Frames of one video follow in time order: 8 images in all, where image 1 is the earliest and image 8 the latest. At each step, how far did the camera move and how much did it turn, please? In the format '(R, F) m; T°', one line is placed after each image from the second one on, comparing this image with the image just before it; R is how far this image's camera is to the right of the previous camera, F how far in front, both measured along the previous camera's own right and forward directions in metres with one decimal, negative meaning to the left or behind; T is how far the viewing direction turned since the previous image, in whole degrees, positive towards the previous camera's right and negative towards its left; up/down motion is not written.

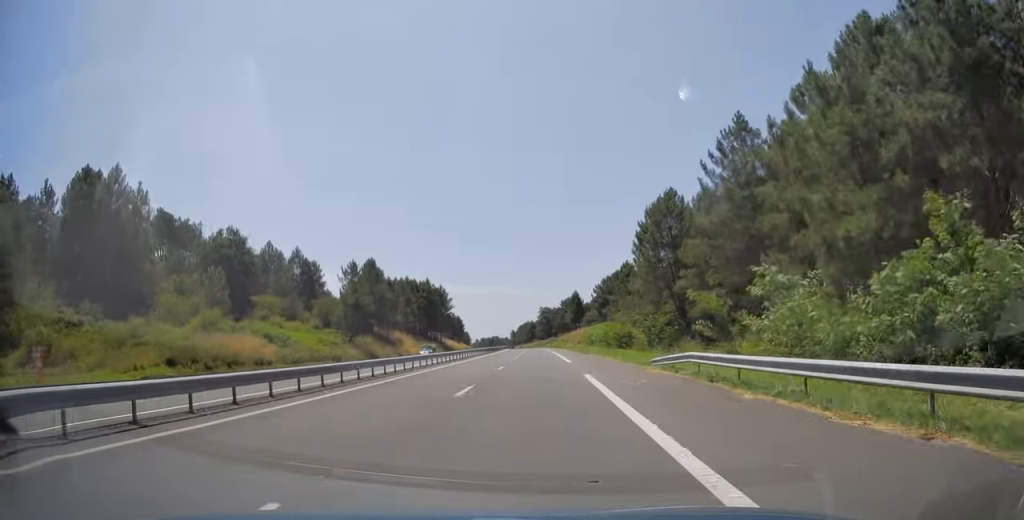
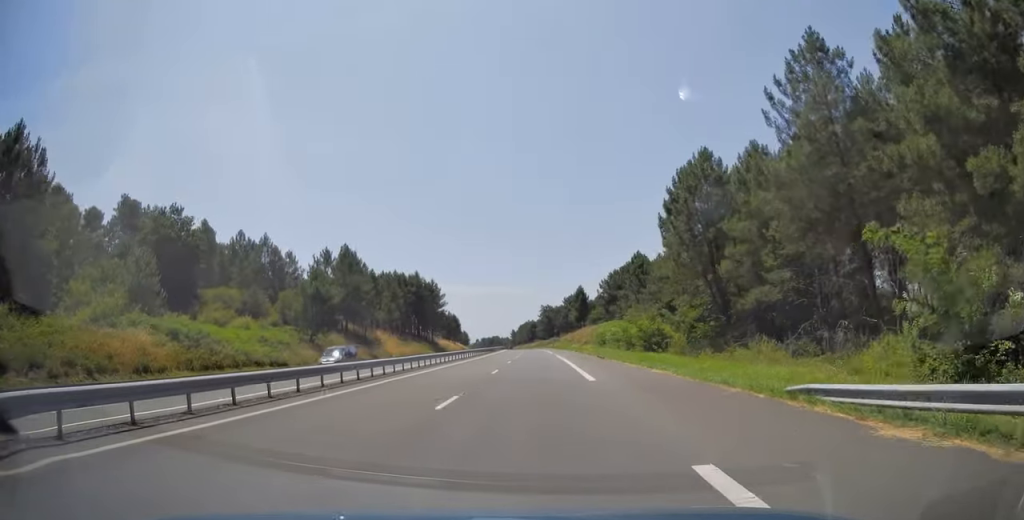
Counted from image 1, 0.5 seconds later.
(0.0, +16.2) m; 0°
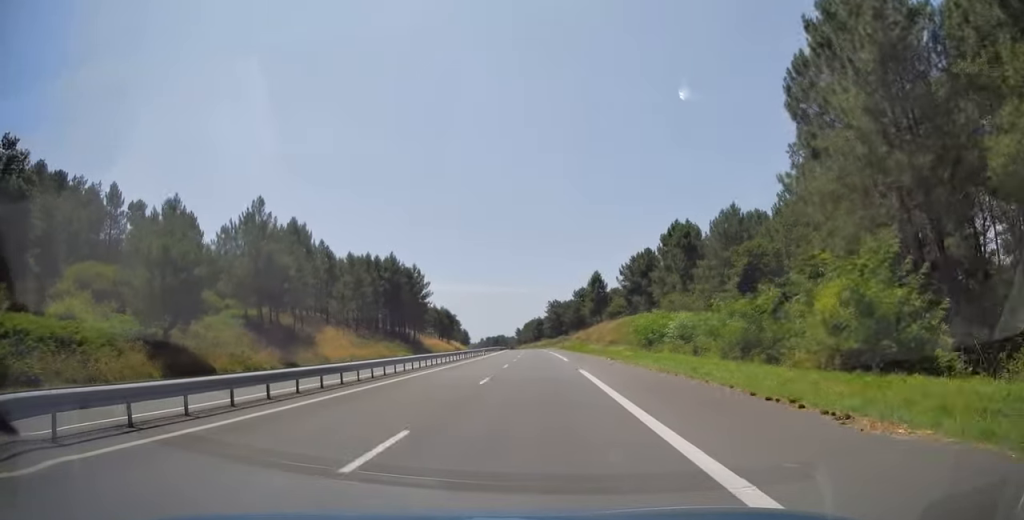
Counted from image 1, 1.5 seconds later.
(+0.1, +32.3) m; 0°
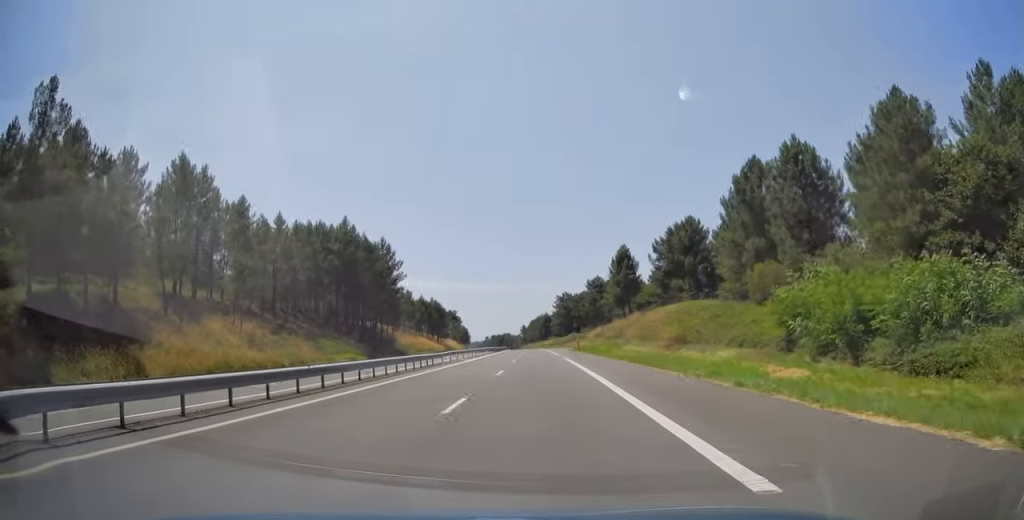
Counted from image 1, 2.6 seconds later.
(-0.4, +34.4) m; -1°
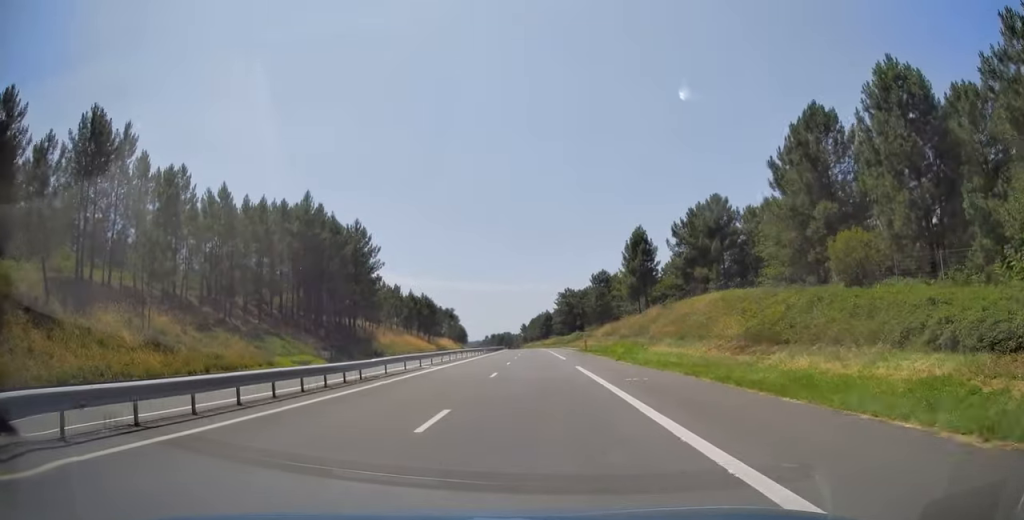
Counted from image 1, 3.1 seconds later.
(-0.1, +15.6) m; 0°
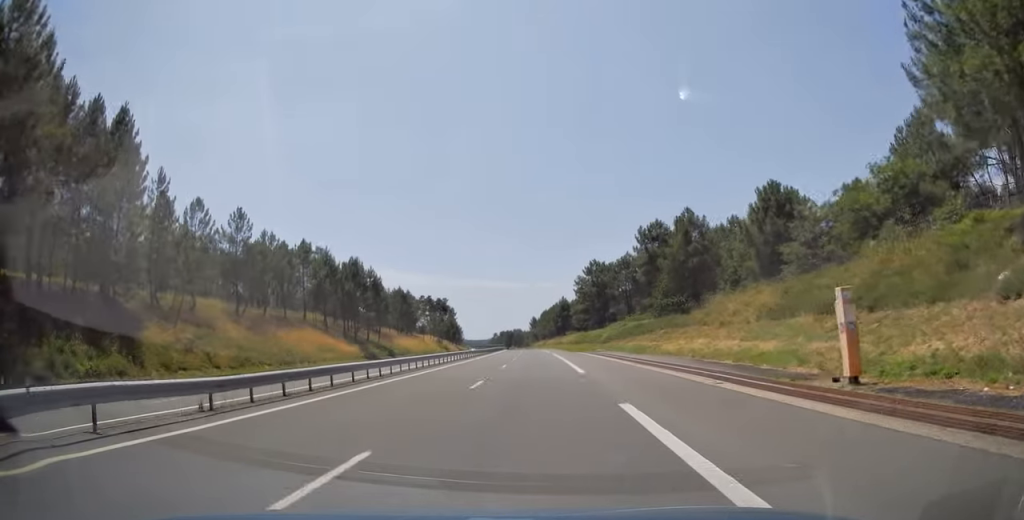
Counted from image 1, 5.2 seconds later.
(-0.3, +71.0) m; -1°
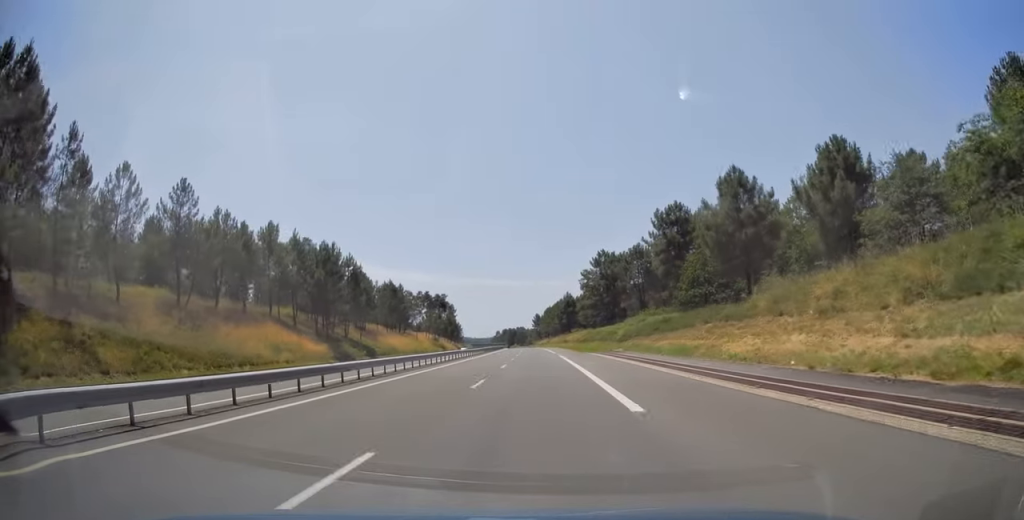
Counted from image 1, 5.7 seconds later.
(+0.1, +13.4) m; 0°
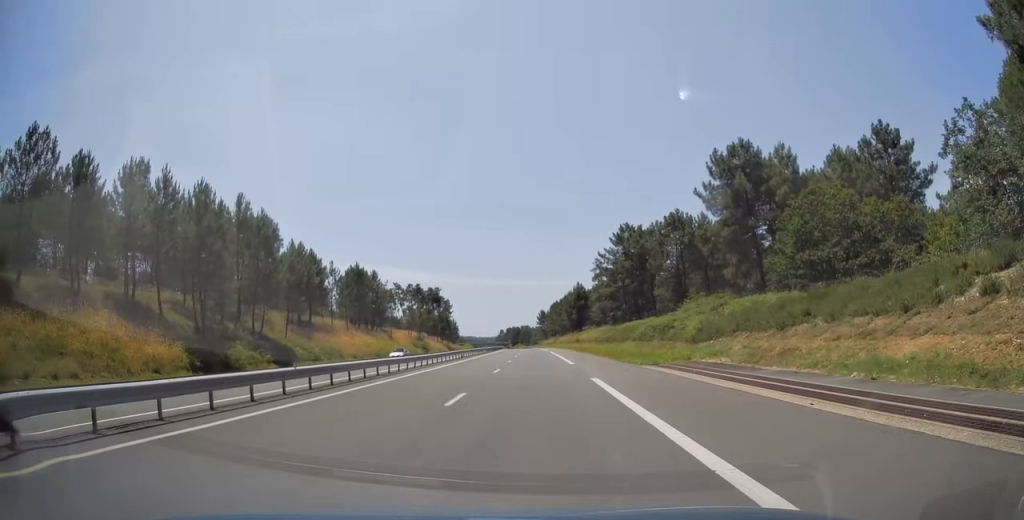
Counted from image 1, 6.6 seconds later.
(-0.2, +31.2) m; -1°
